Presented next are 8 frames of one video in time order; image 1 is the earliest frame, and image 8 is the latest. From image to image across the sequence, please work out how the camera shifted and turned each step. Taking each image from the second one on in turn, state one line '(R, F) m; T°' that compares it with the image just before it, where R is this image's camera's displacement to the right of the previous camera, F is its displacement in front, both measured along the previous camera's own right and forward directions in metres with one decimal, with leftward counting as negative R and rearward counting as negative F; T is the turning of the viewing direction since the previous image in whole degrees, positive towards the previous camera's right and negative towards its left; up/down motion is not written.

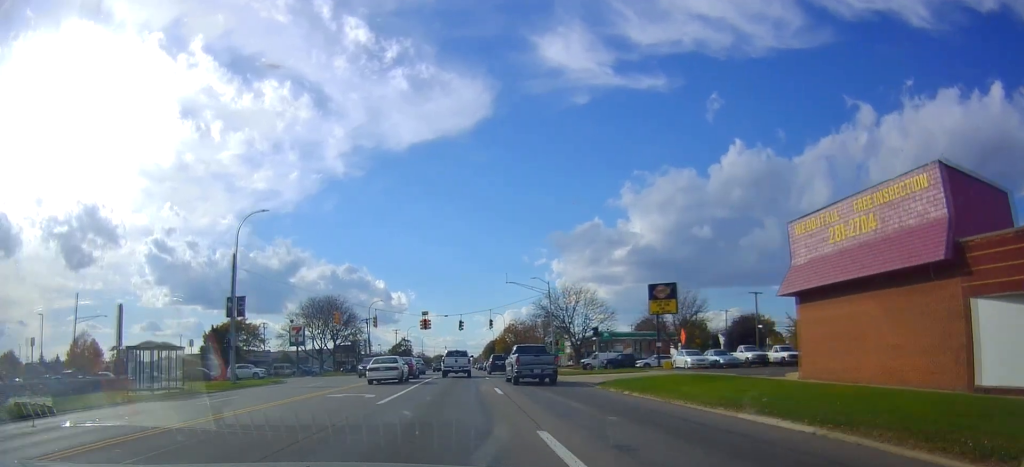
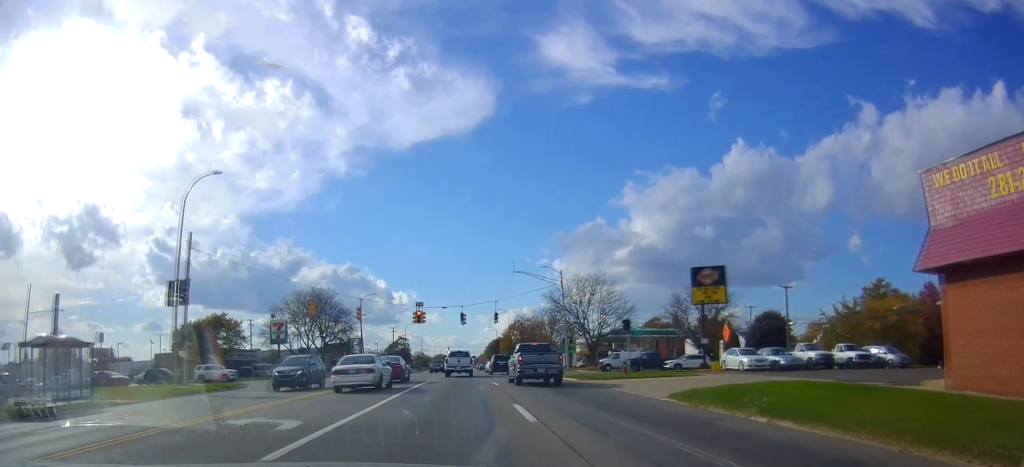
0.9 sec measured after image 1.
(-0.4, +8.9) m; 0°
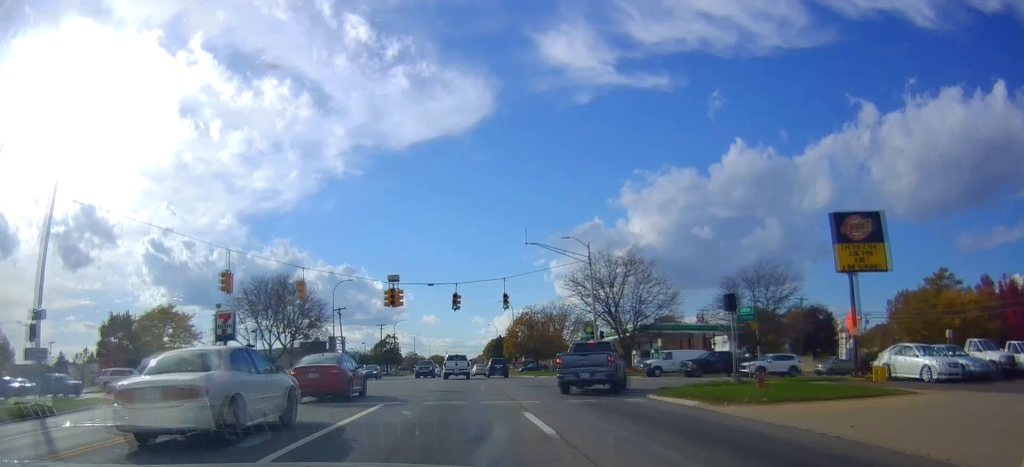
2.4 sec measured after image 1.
(+0.8, +16.5) m; +3°
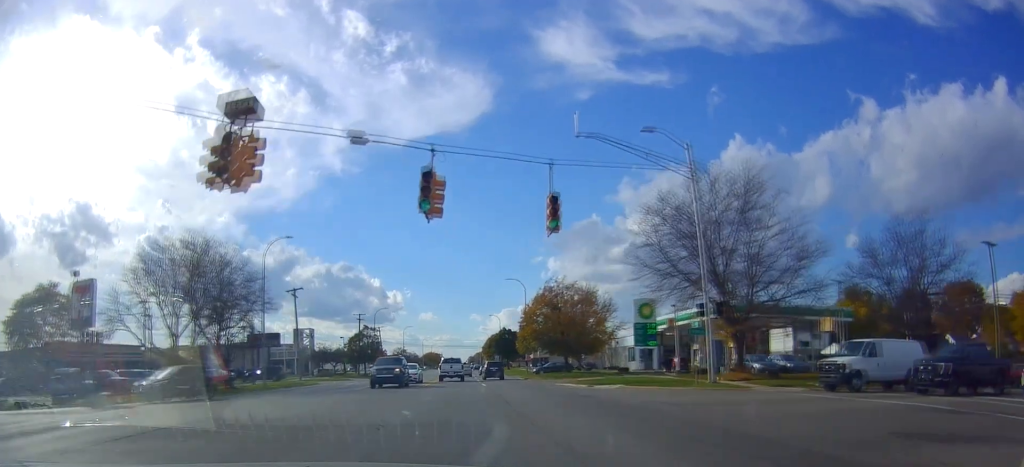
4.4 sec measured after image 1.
(-0.5, +24.2) m; -2°
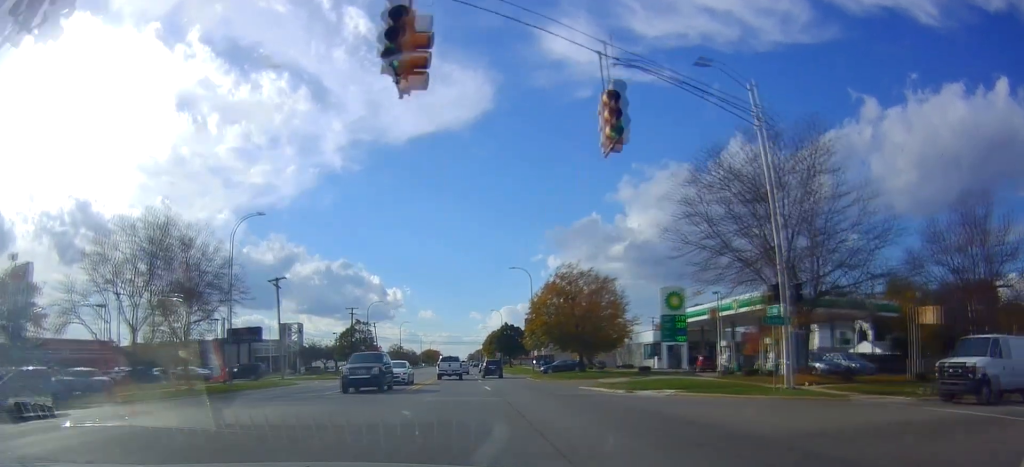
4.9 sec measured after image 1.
(-0.3, +6.8) m; 0°
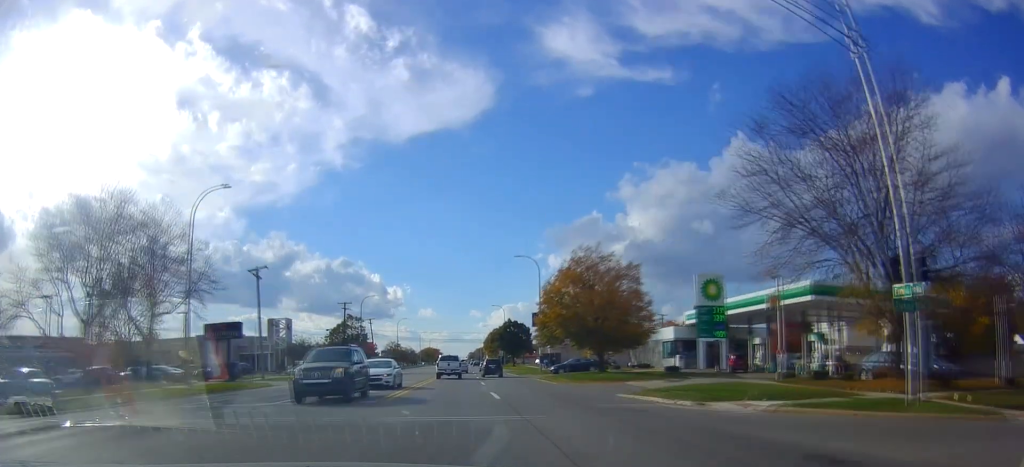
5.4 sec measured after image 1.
(+0.2, +6.8) m; +1°
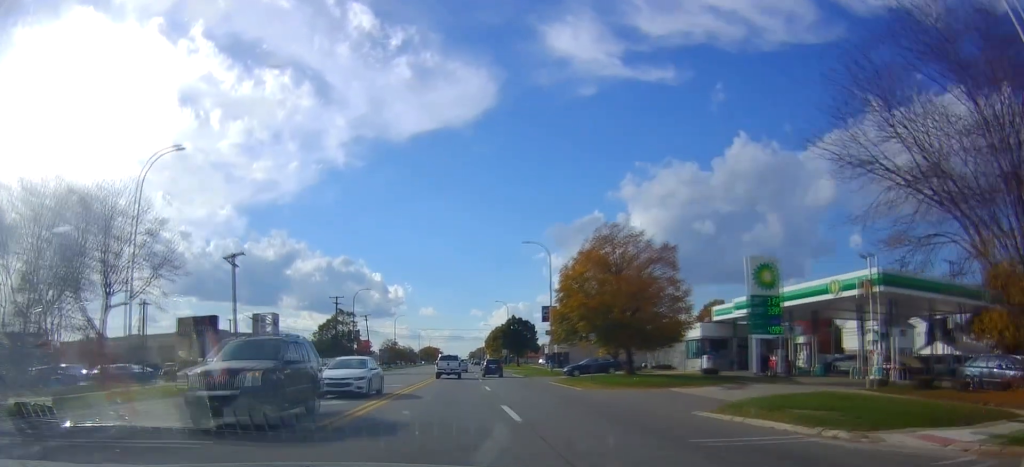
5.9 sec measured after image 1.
(+0.1, +6.8) m; +1°
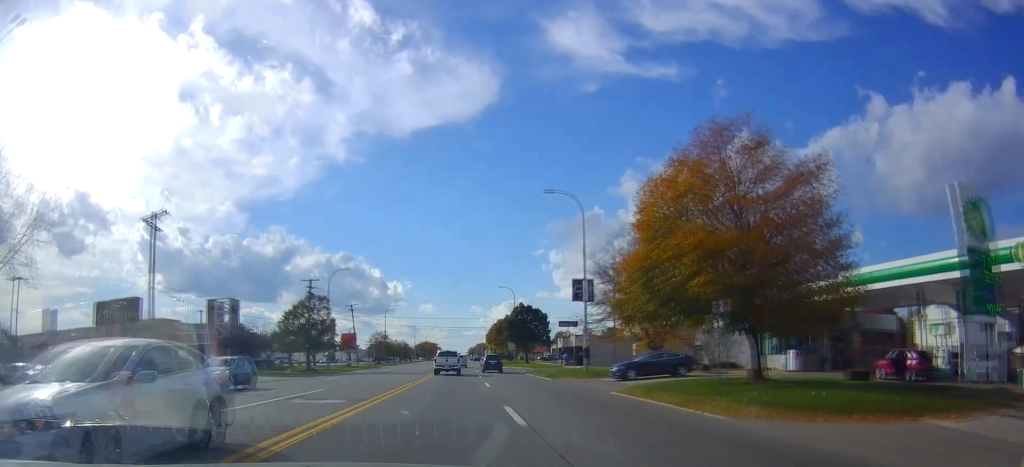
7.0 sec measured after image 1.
(0.0, +15.5) m; 0°
